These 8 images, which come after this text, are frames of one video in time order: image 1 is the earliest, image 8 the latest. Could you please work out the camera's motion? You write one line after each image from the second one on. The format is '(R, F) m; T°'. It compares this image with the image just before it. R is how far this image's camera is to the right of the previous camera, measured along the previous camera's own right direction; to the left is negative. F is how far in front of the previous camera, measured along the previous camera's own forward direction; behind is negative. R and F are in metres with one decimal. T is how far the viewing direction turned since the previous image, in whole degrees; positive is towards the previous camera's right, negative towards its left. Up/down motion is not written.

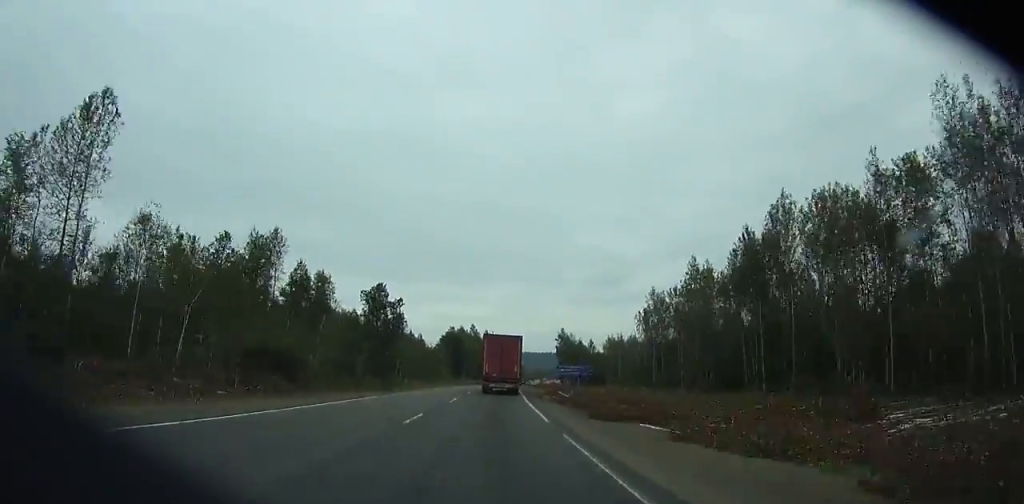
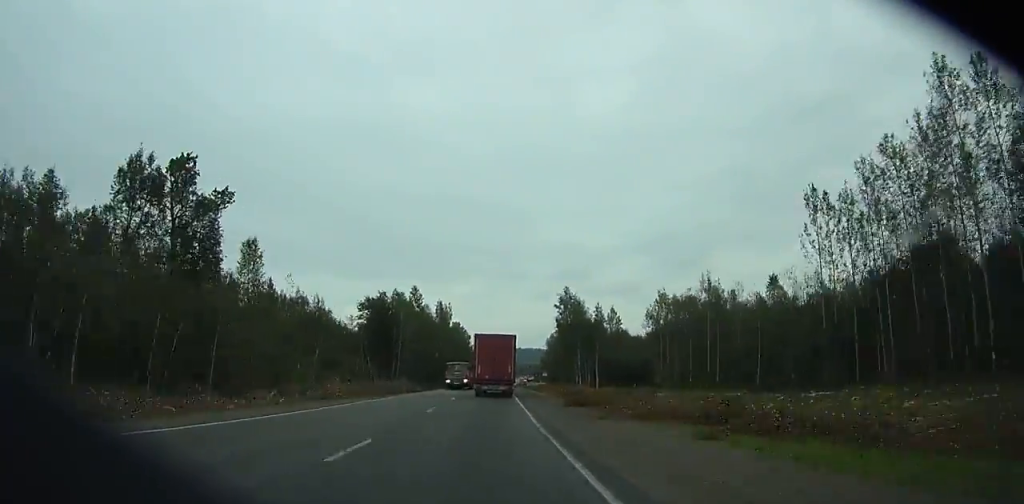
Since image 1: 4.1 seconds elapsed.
(+1.8, +78.6) m; +3°
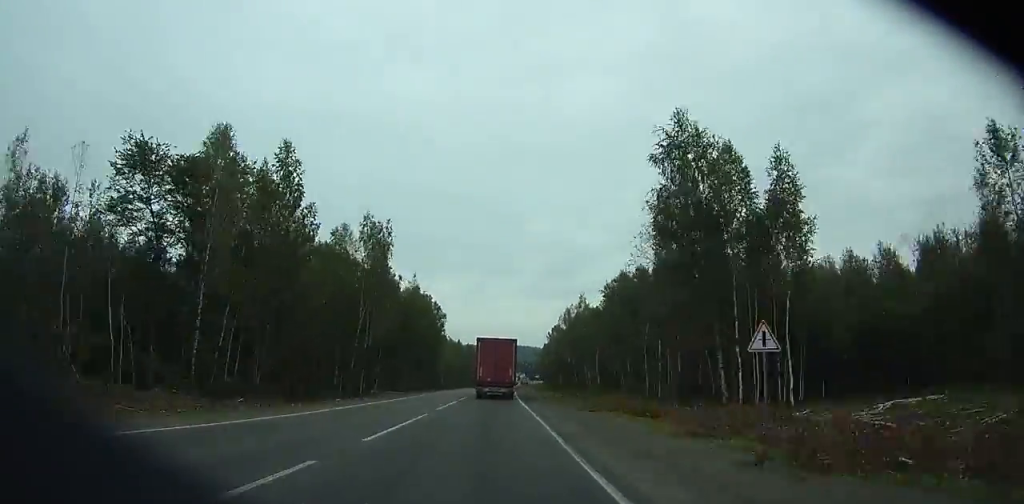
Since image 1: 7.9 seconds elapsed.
(+1.0, +71.4) m; +2°
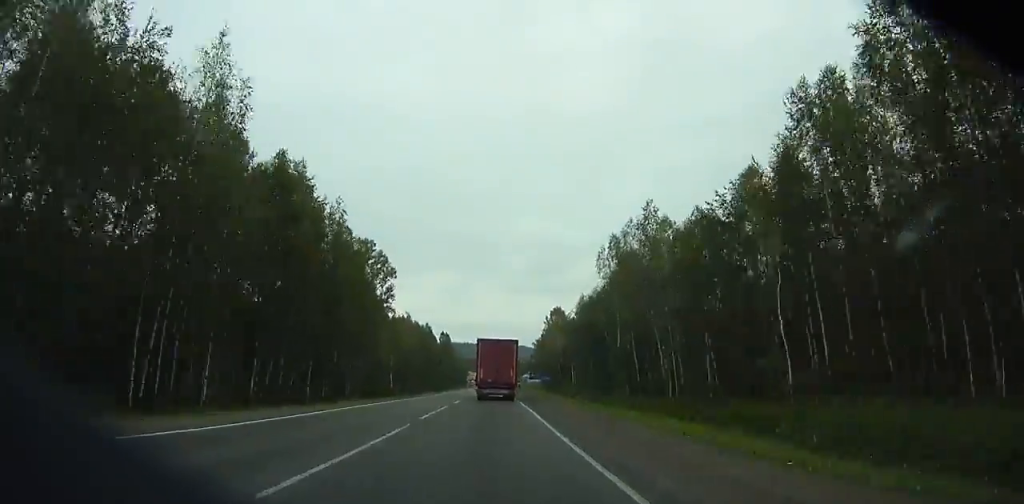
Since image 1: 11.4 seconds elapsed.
(+0.7, +64.9) m; +1°
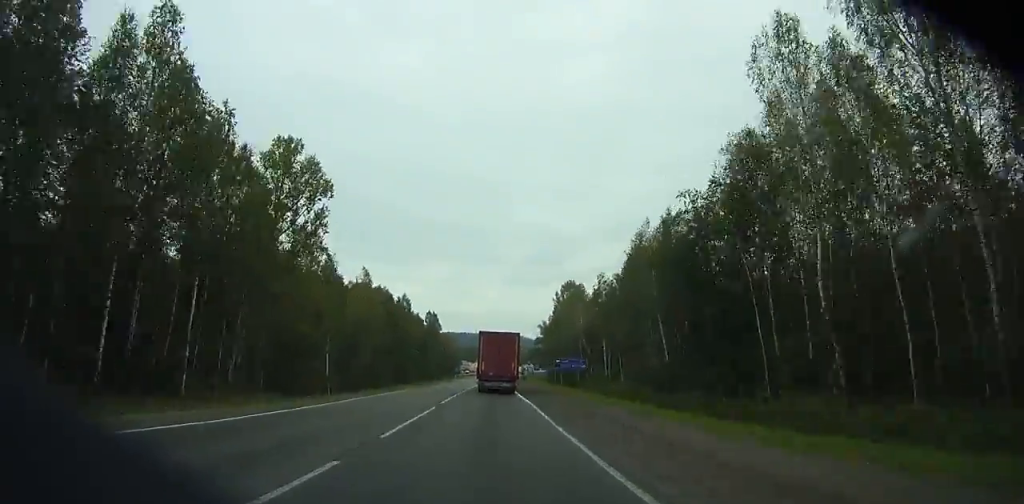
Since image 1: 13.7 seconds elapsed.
(+0.4, +42.2) m; +1°
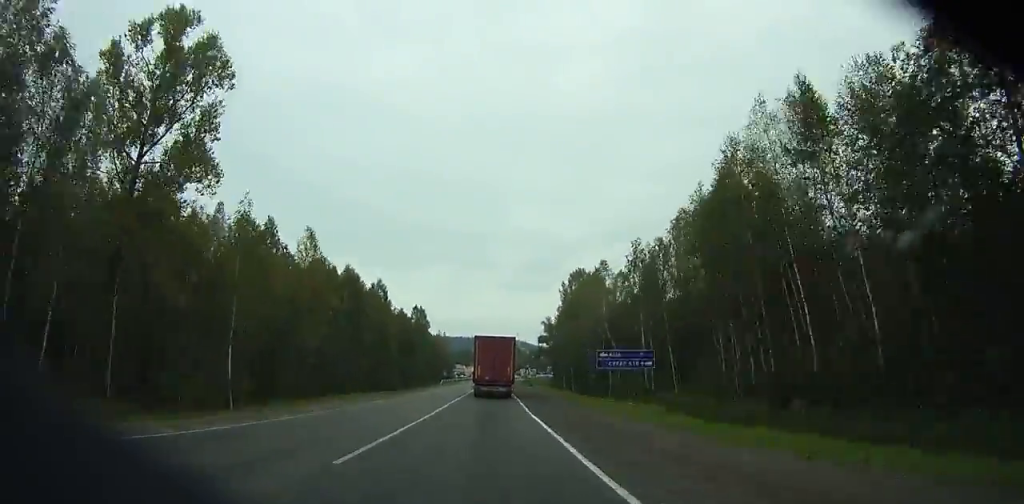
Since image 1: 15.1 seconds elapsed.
(+0.1, +25.5) m; 0°
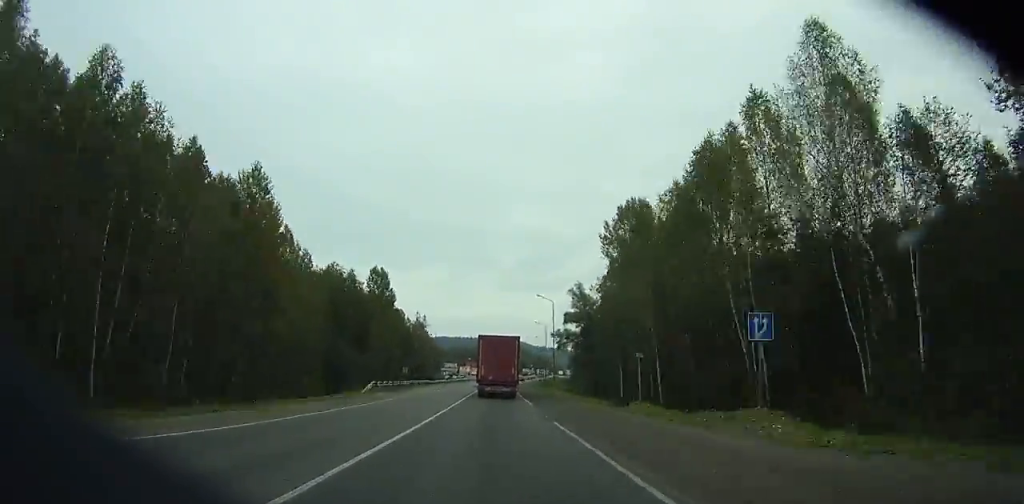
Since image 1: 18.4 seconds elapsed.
(+0.3, +60.0) m; +1°
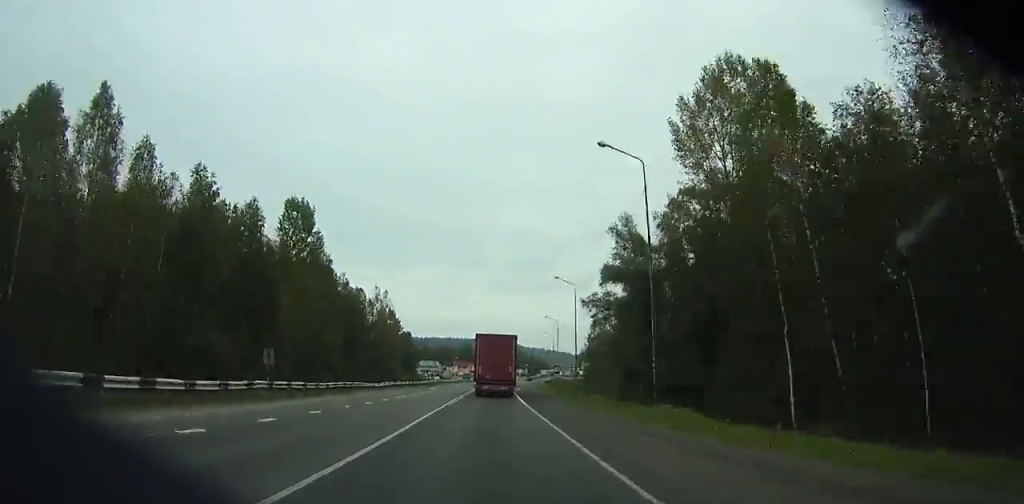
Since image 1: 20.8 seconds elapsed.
(+0.2, +43.5) m; +1°
